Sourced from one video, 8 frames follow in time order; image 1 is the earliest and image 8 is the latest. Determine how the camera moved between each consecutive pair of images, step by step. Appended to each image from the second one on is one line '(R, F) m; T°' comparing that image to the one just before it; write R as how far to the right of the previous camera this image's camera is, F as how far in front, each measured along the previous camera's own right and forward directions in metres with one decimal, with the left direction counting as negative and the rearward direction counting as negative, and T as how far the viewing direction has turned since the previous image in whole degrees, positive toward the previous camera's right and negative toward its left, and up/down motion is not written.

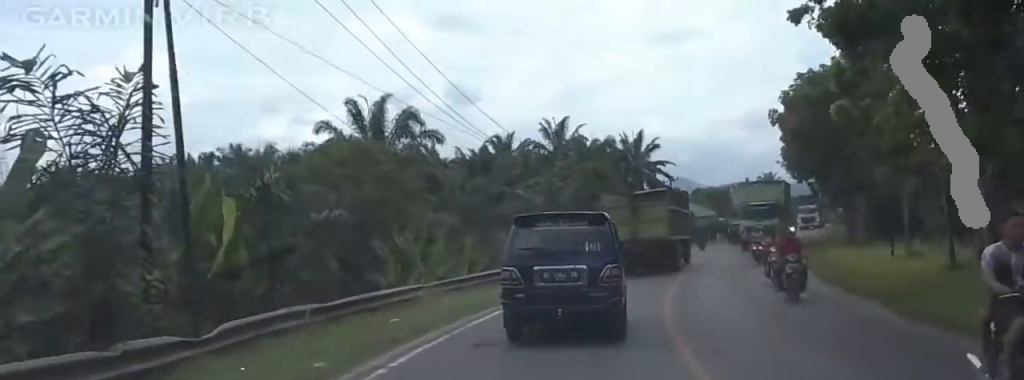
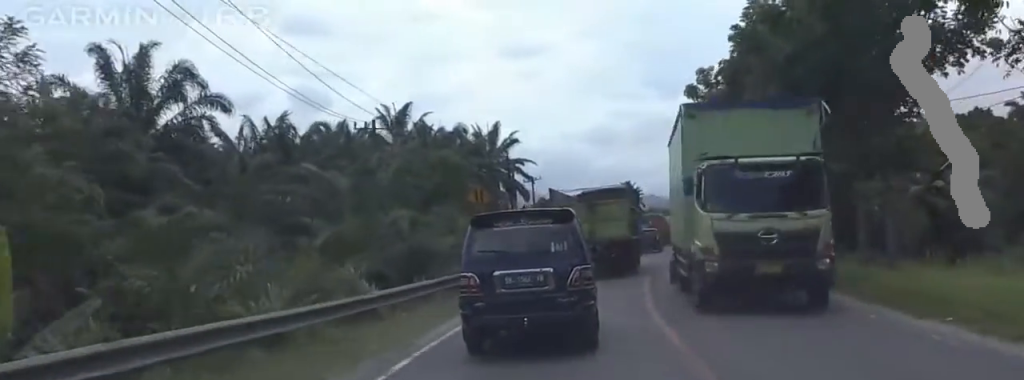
(+1.4, +19.8) m; +10°
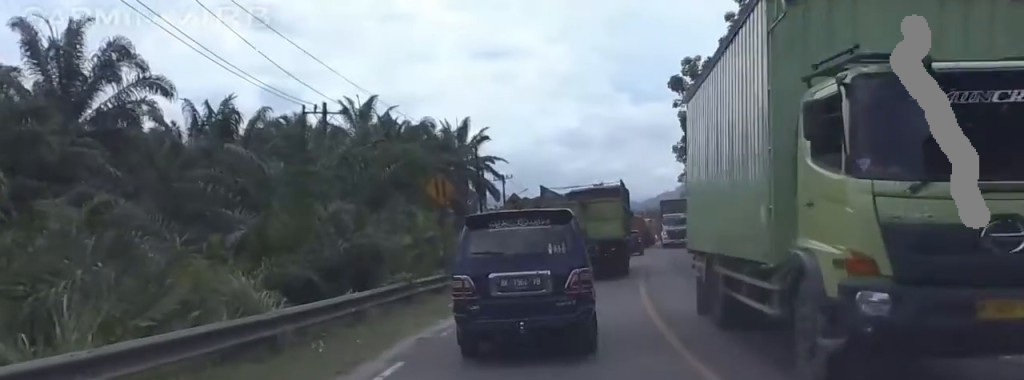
(-0.2, +4.7) m; +2°
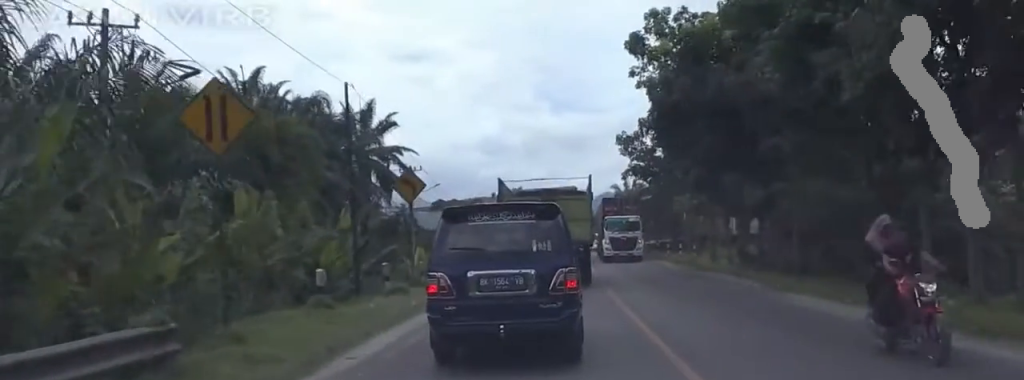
(+1.3, +13.3) m; +6°
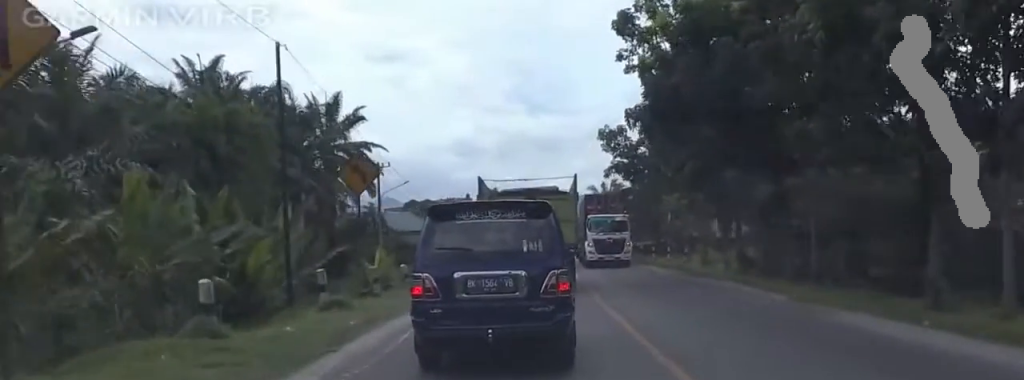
(0.0, +4.5) m; 0°
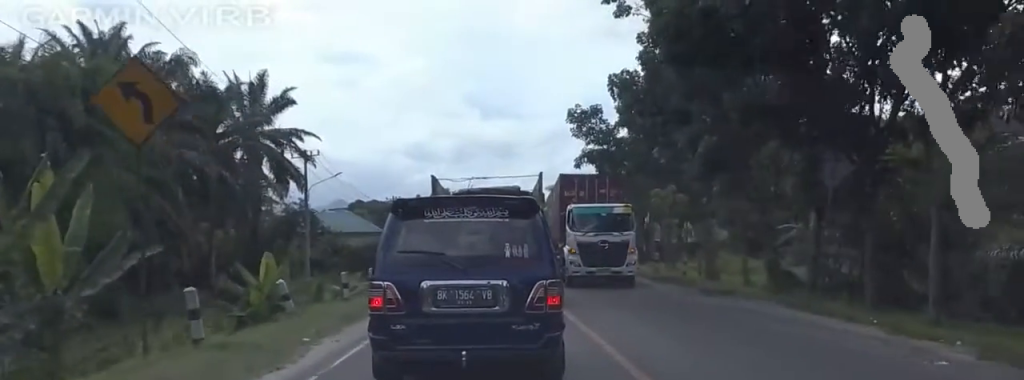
(0.0, +10.9) m; 0°
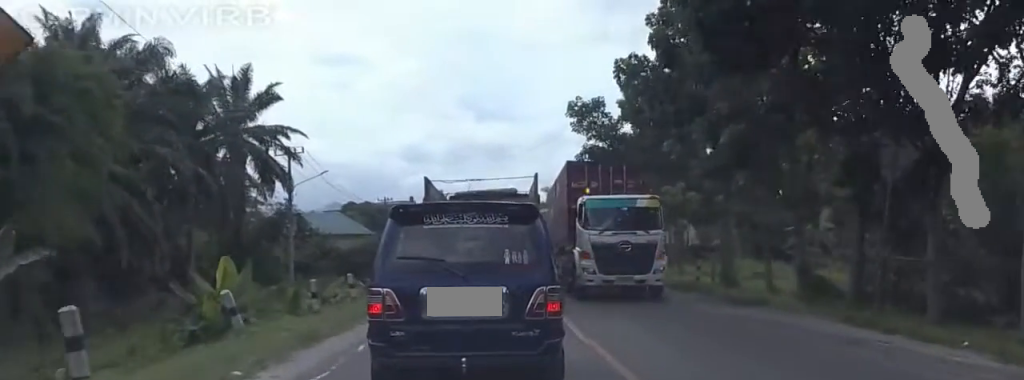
(0.0, +3.8) m; 0°
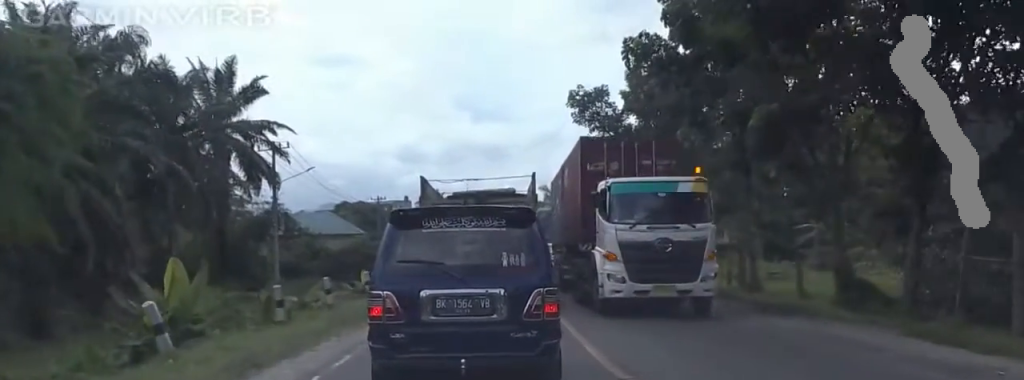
(0.0, +3.3) m; +4°
